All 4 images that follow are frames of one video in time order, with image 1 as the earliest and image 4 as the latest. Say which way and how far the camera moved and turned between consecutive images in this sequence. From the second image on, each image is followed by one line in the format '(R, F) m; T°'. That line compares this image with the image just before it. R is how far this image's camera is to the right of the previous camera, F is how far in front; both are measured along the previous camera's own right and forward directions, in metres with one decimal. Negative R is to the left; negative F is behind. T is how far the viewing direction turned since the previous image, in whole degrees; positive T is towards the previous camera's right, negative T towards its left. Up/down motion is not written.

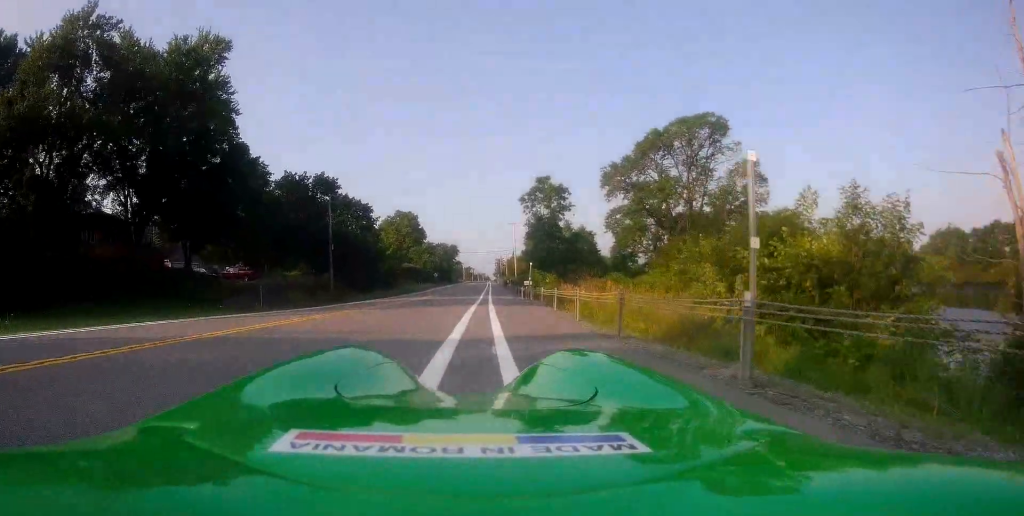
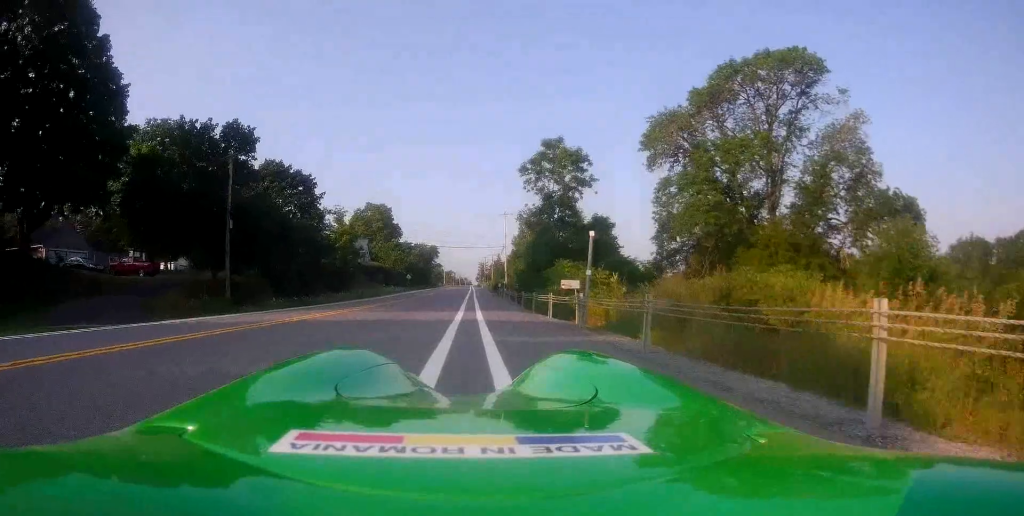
(+1.0, +22.1) m; +3°
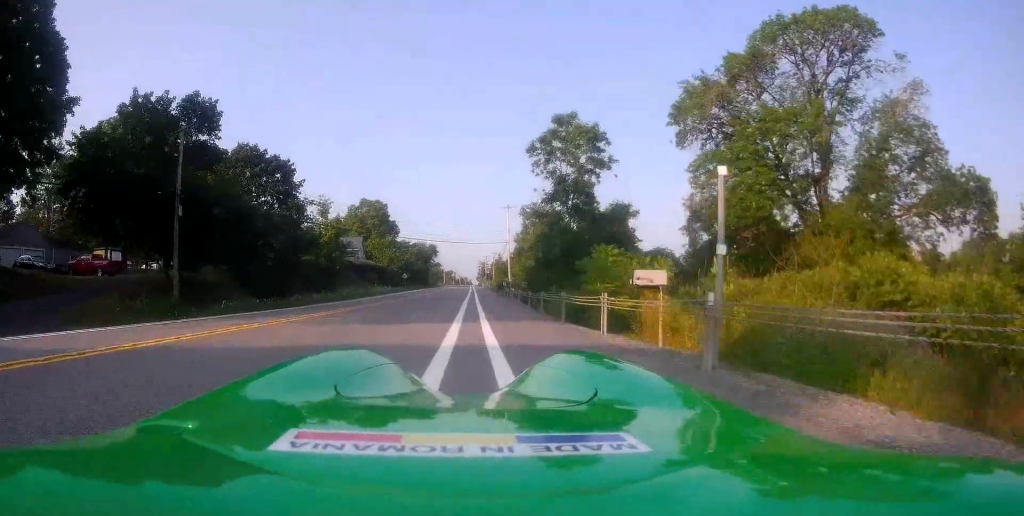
(0.0, +7.1) m; 0°
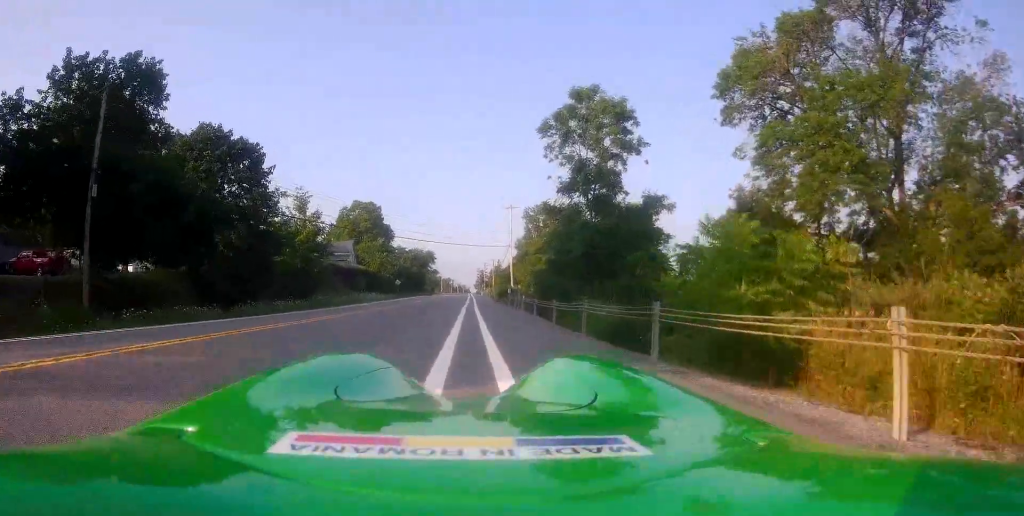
(+0.2, +8.3) m; 0°
